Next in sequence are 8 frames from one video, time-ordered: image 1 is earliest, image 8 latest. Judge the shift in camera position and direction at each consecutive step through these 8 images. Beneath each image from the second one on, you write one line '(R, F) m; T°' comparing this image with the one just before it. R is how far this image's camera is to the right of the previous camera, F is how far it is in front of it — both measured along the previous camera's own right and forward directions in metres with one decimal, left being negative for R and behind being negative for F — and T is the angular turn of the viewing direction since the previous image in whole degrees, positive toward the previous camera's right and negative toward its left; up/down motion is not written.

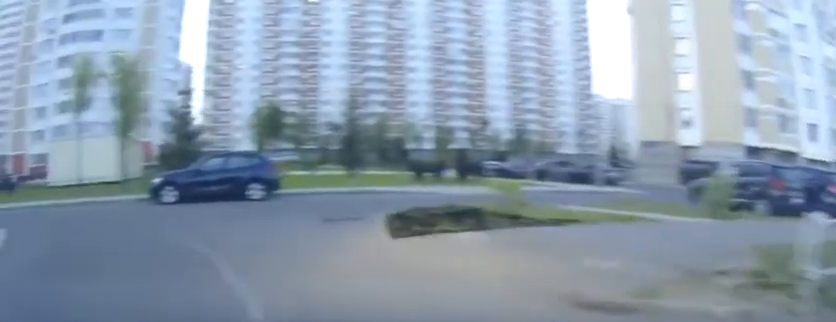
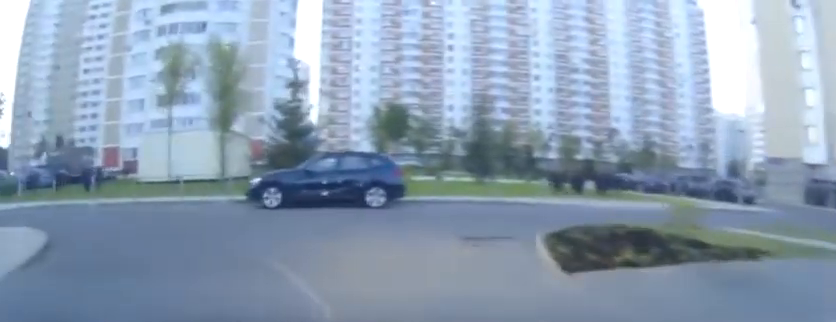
(-0.4, +2.1) m; -9°
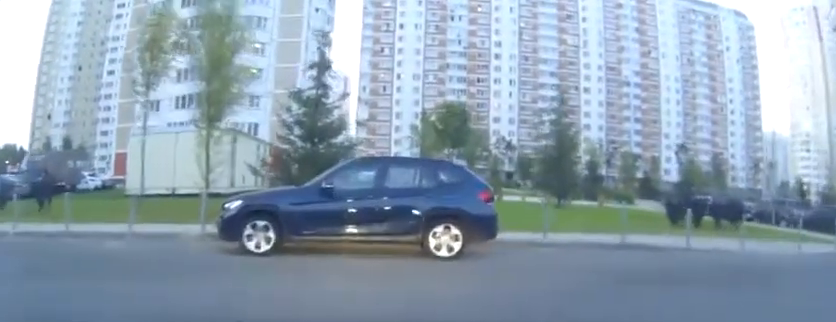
(-0.9, +6.6) m; -2°
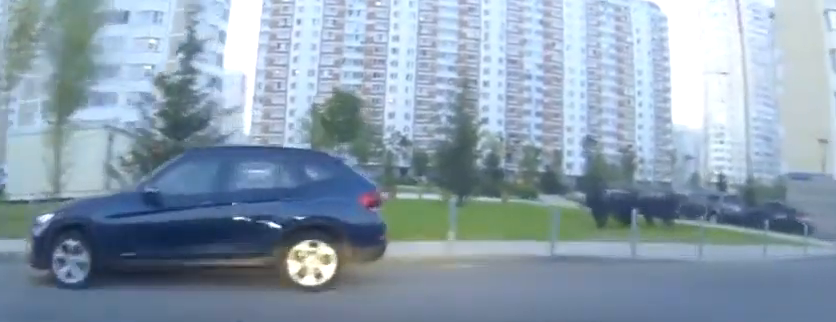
(+0.1, +2.8) m; +10°
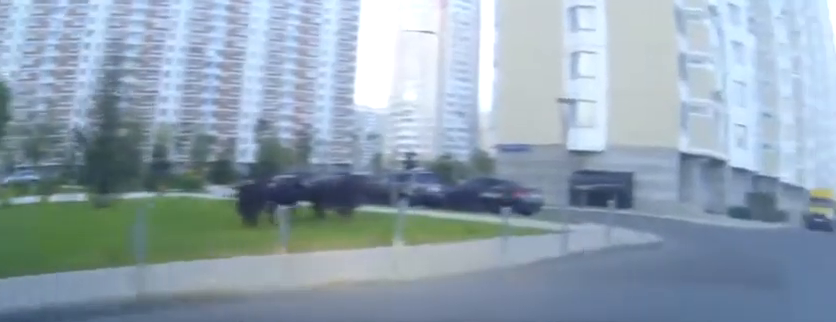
(+1.0, +4.1) m; +27°
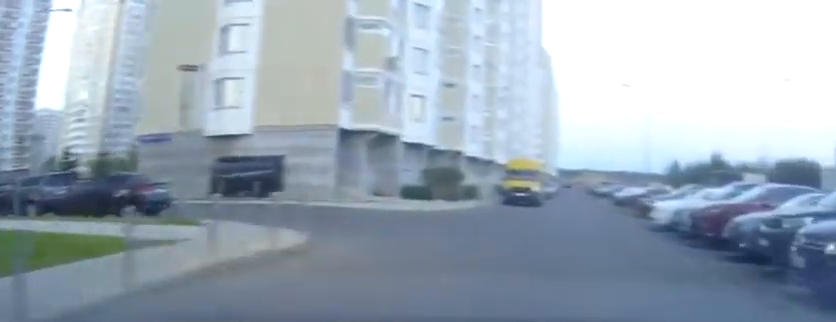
(+0.9, +3.6) m; +25°
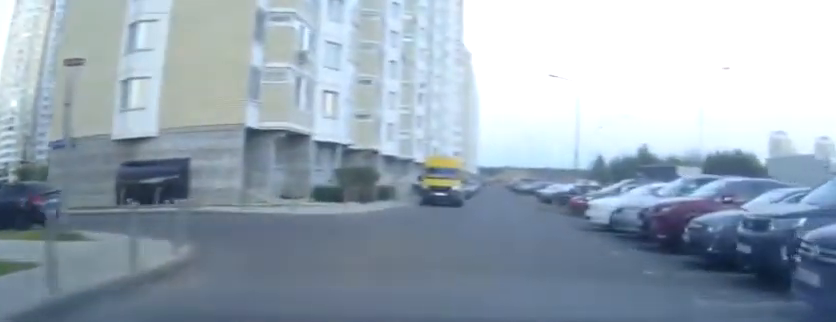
(+0.1, +1.7) m; +8°
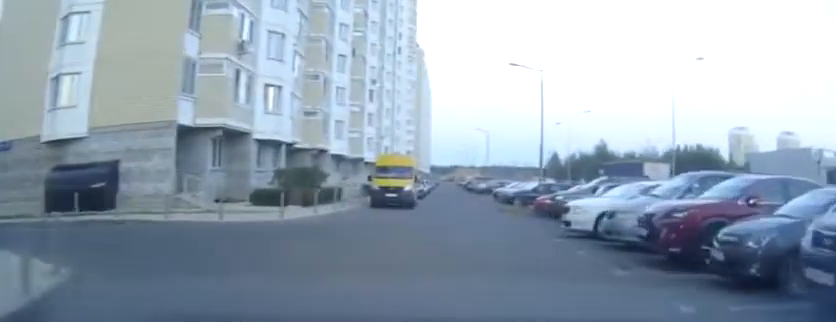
(+0.2, +2.1) m; +4°
